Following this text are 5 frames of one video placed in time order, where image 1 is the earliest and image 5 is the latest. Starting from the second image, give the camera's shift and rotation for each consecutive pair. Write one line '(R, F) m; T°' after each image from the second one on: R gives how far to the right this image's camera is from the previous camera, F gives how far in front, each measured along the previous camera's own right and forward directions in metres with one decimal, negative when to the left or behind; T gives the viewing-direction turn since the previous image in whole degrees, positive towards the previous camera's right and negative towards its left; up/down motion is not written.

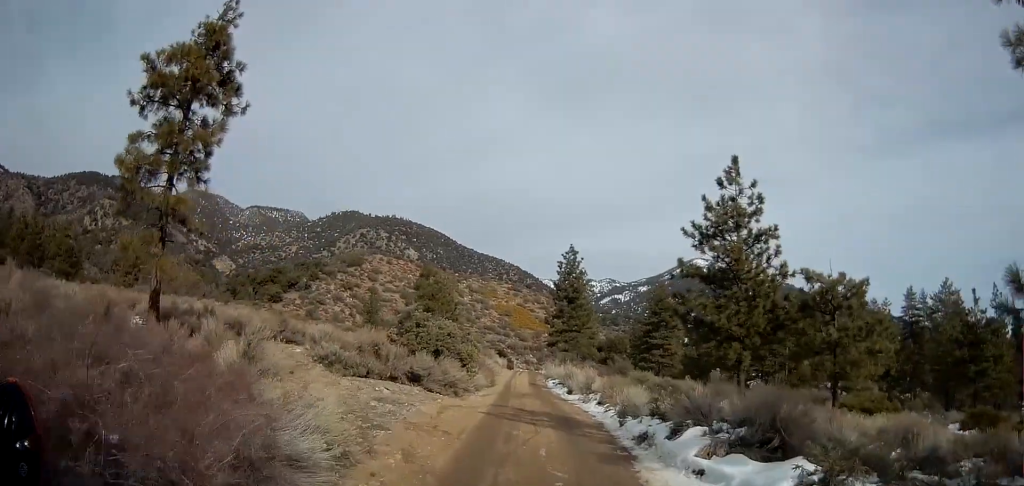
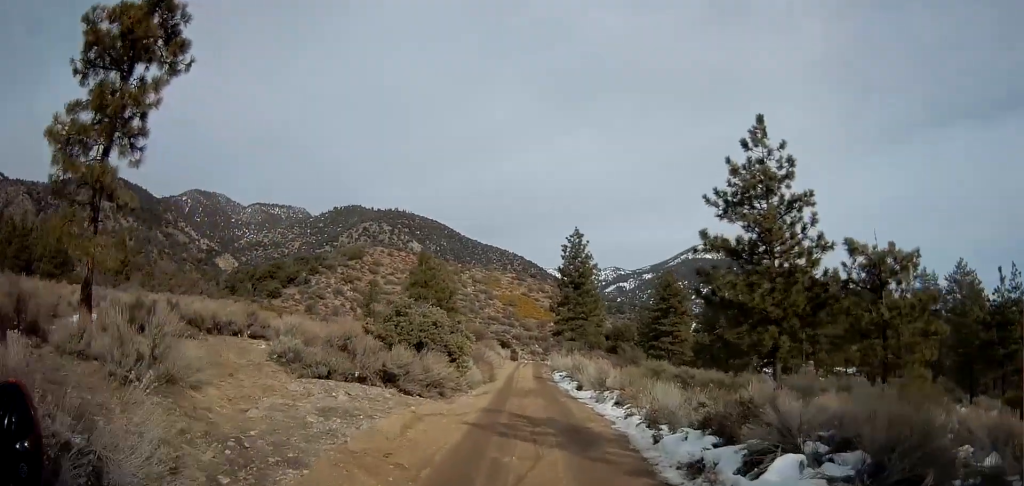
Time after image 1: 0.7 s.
(0.0, +3.9) m; 0°
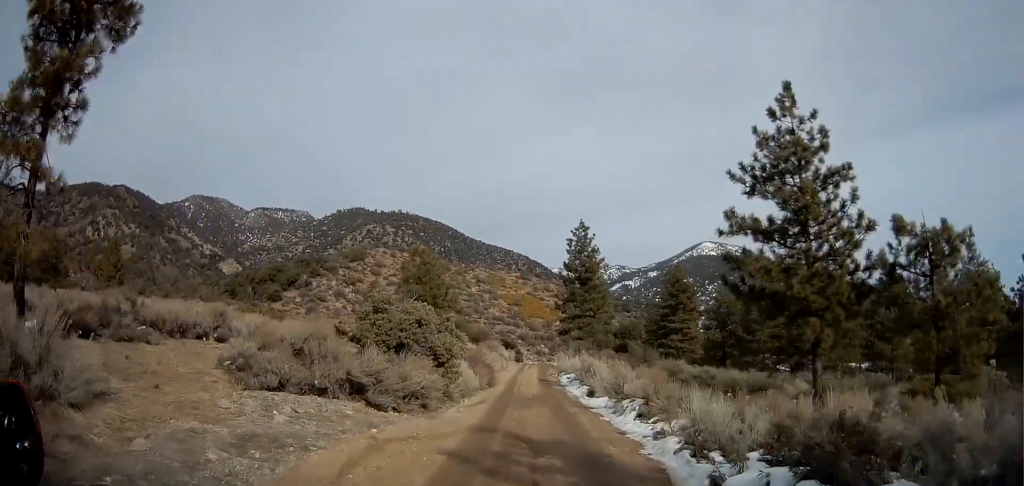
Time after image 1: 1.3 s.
(0.0, +3.4) m; -1°
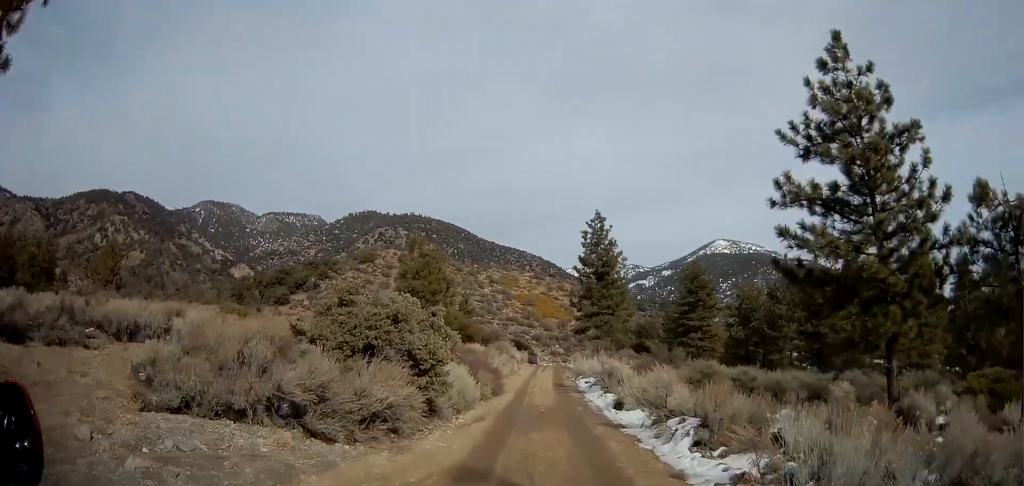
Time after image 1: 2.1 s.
(-0.1, +4.3) m; 0°
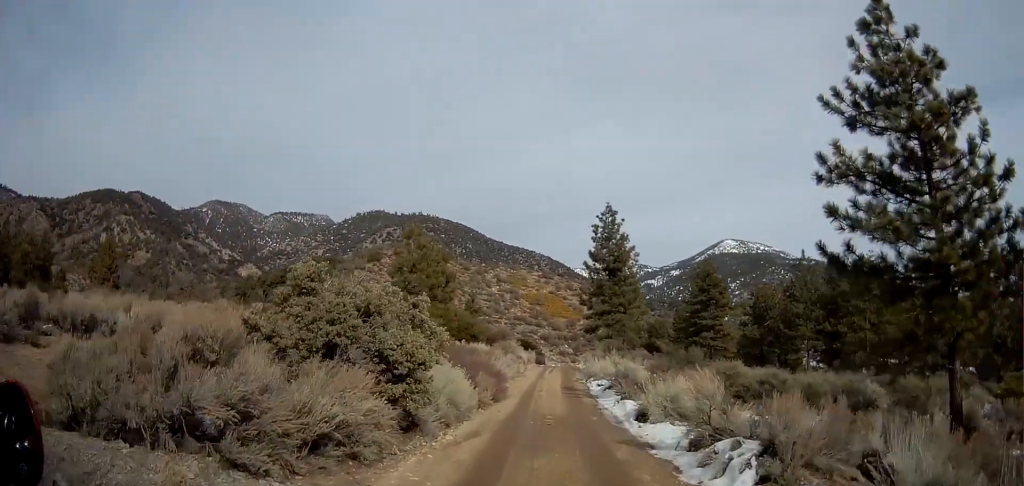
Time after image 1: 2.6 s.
(0.0, +2.8) m; 0°
